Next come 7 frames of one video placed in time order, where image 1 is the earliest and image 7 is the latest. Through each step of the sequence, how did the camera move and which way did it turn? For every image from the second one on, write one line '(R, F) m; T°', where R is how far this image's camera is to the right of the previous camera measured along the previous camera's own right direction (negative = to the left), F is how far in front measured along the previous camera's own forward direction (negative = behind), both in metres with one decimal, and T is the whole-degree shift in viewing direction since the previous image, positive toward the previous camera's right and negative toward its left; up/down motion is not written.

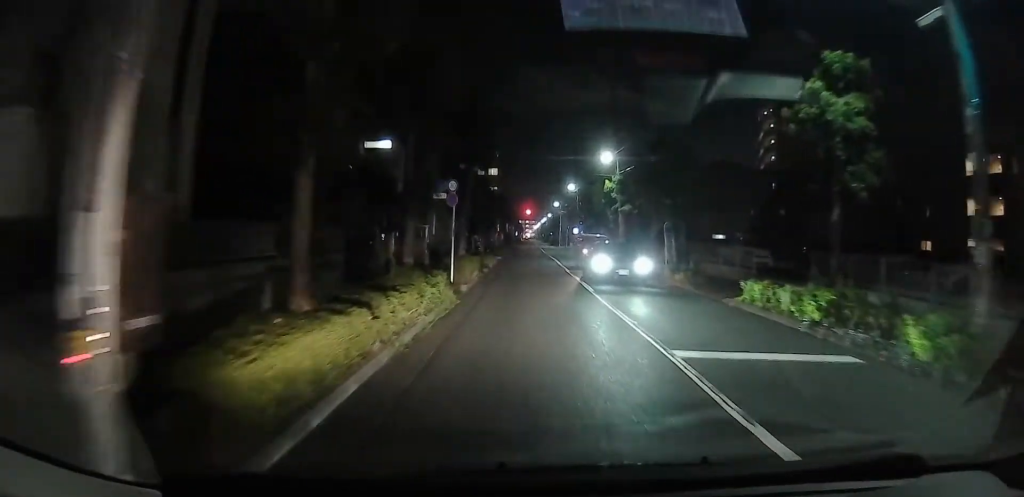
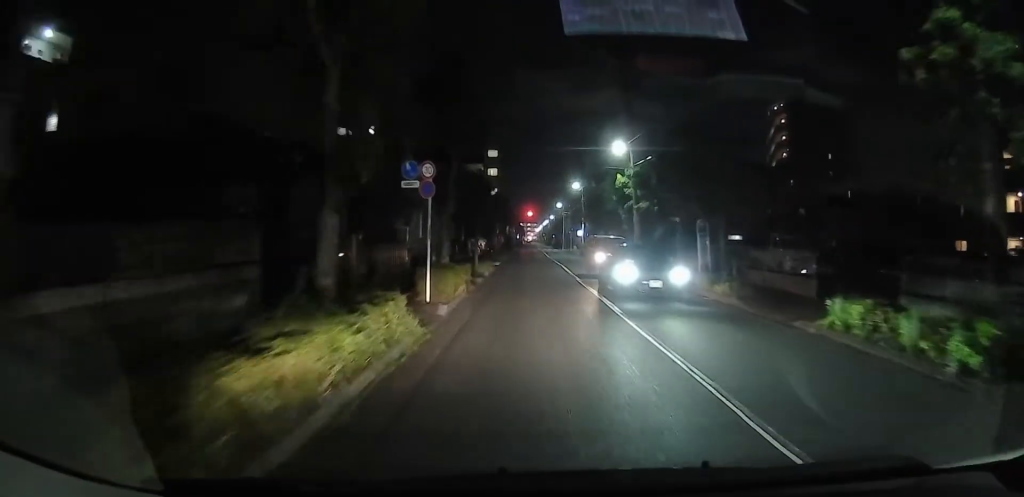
(+0.1, +4.4) m; +3°
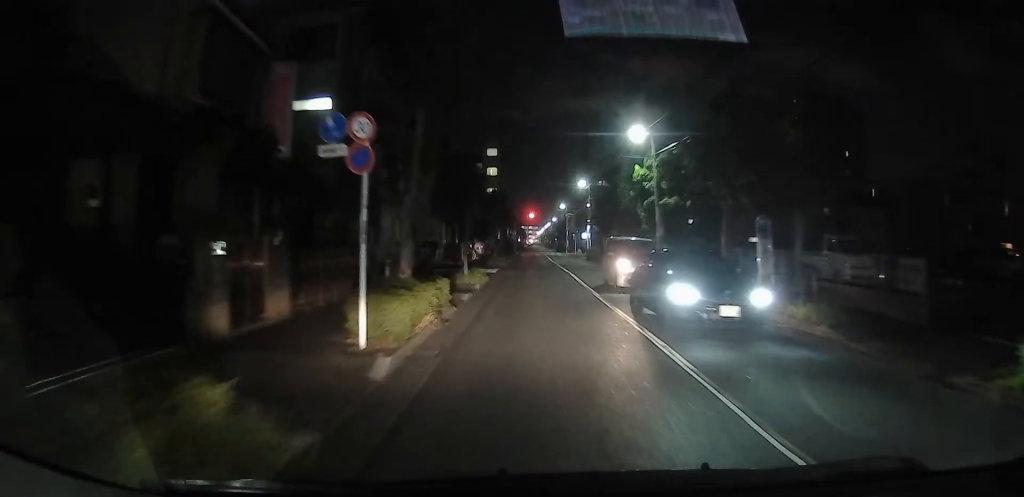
(-0.1, +5.0) m; +4°
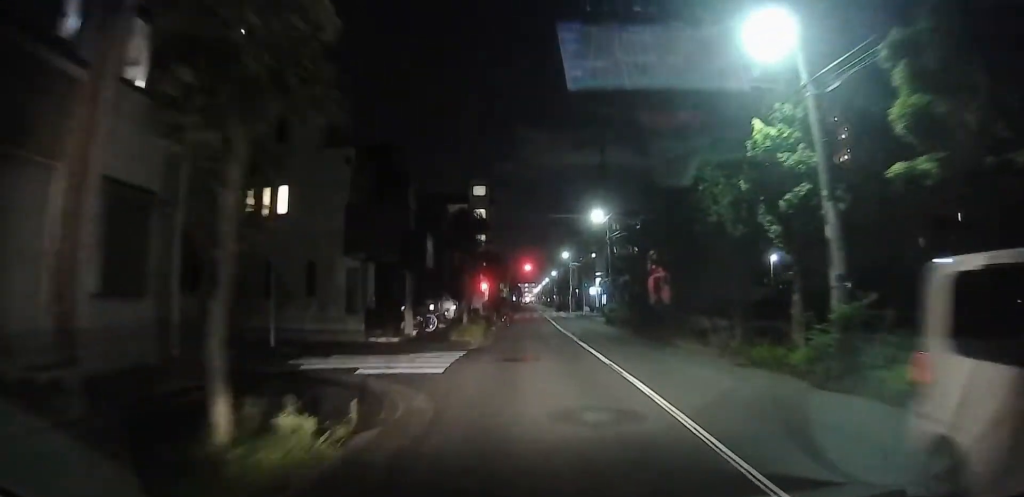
(-0.1, +15.9) m; -6°
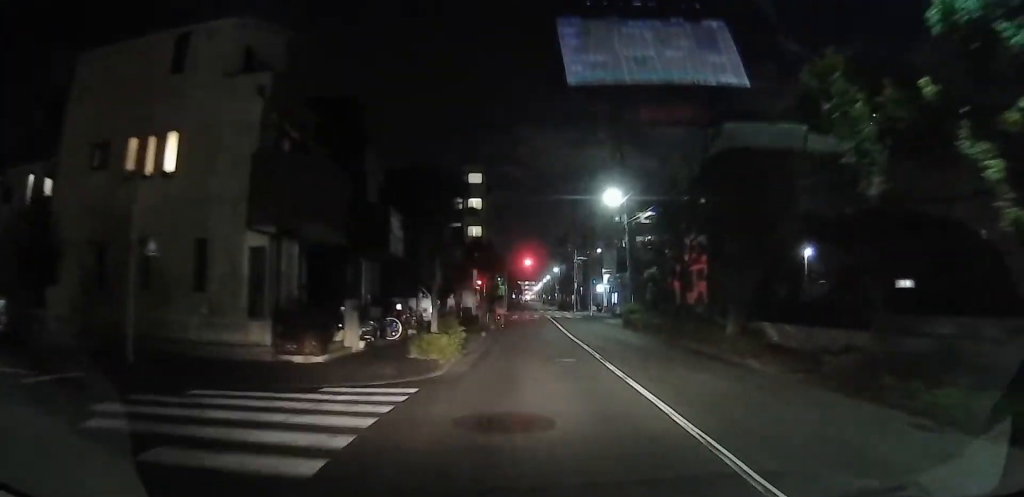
(-0.1, +7.5) m; -3°
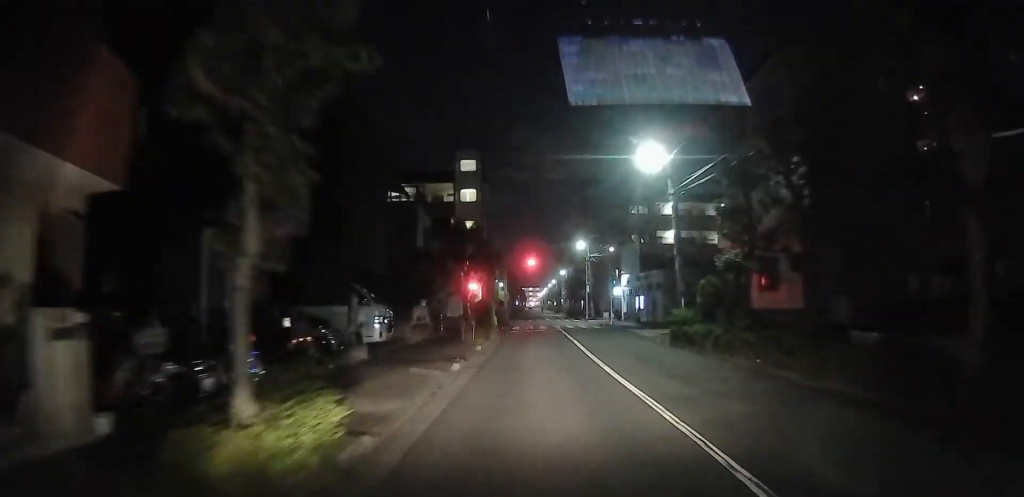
(-0.4, +10.2) m; 0°
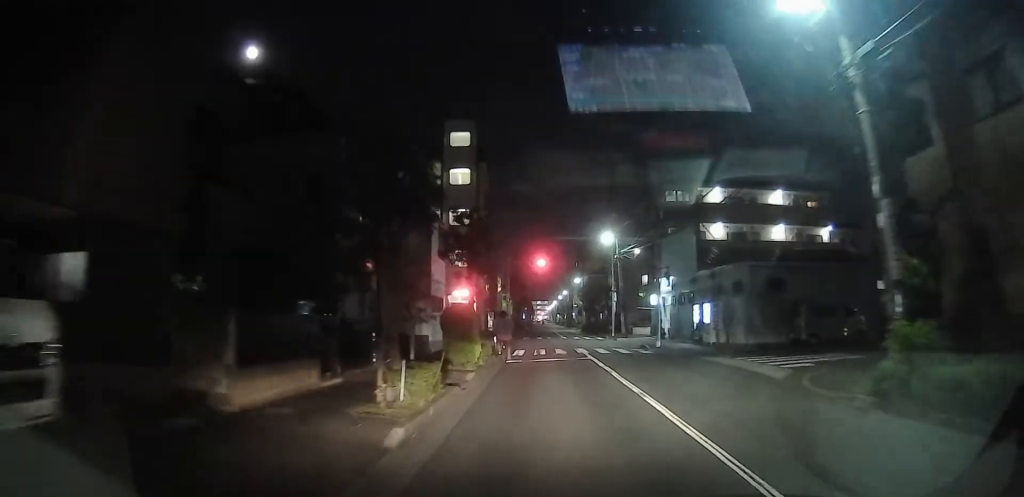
(+0.8, +13.3) m; 0°
